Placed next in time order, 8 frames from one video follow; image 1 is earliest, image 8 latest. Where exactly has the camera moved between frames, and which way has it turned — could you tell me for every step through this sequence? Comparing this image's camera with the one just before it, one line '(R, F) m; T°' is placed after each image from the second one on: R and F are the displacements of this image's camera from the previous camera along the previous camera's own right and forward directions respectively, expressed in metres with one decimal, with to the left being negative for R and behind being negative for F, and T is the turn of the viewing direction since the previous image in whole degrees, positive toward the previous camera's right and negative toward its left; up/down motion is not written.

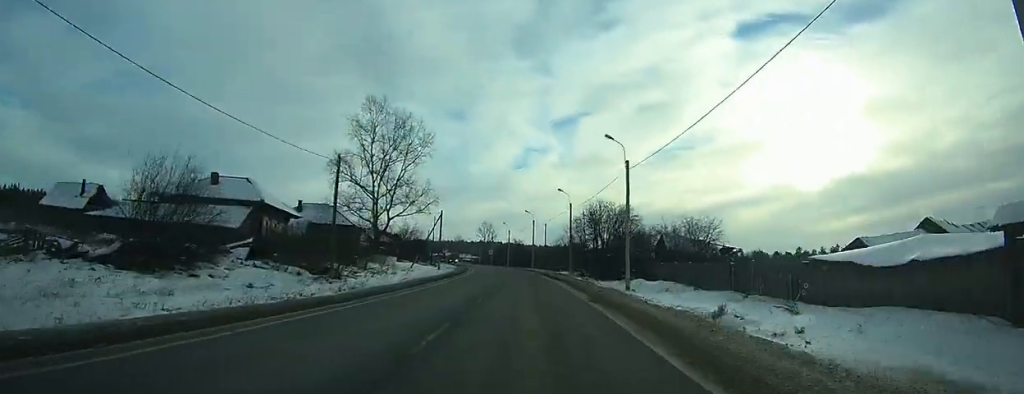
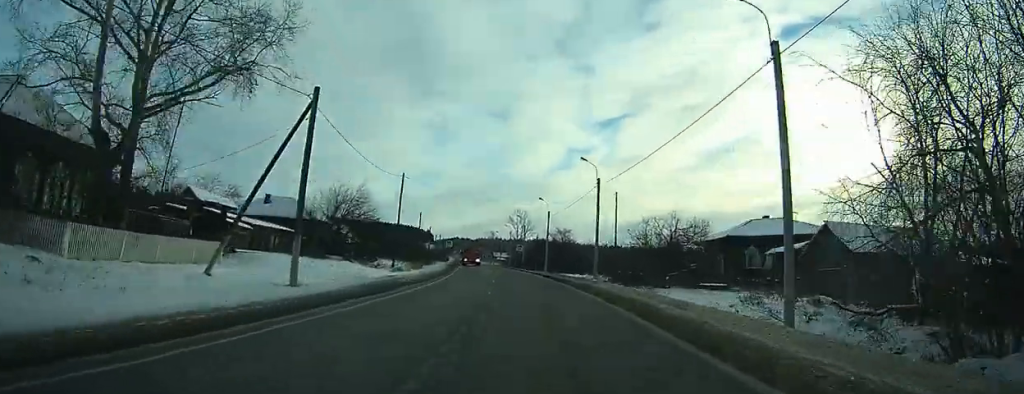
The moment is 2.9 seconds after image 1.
(-1.4, +52.2) m; -3°
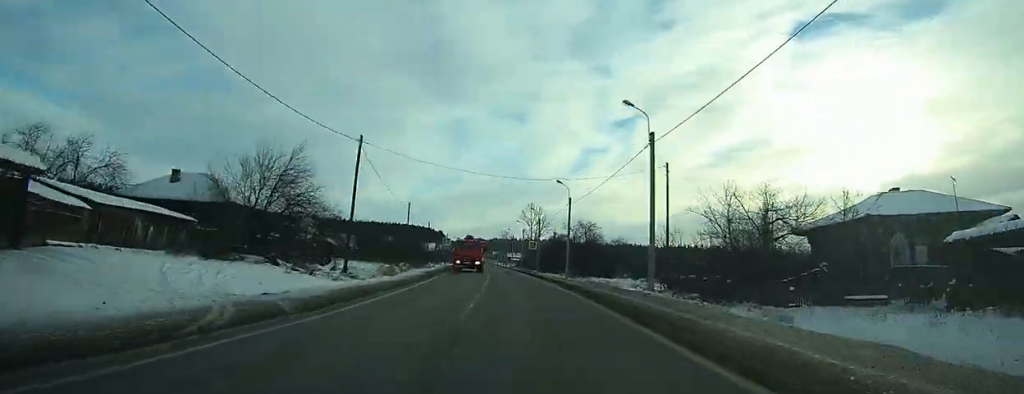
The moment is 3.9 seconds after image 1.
(-0.1, +16.9) m; -1°
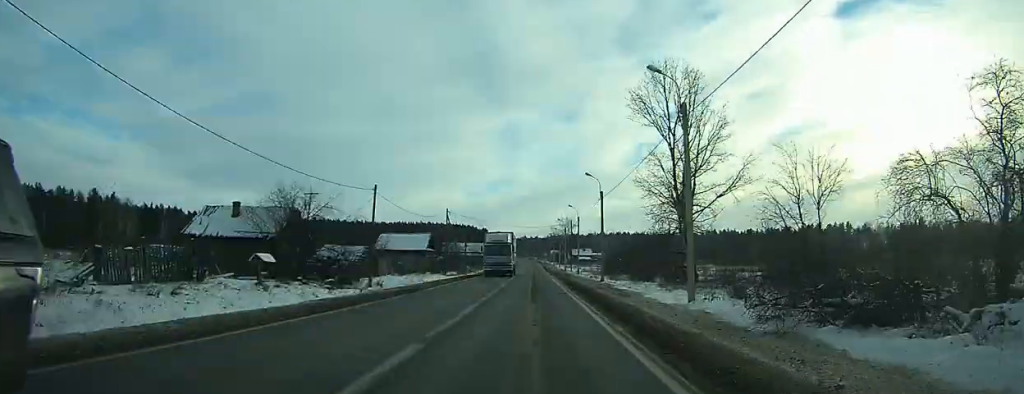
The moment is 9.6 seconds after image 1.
(-4.3, +92.1) m; -5°
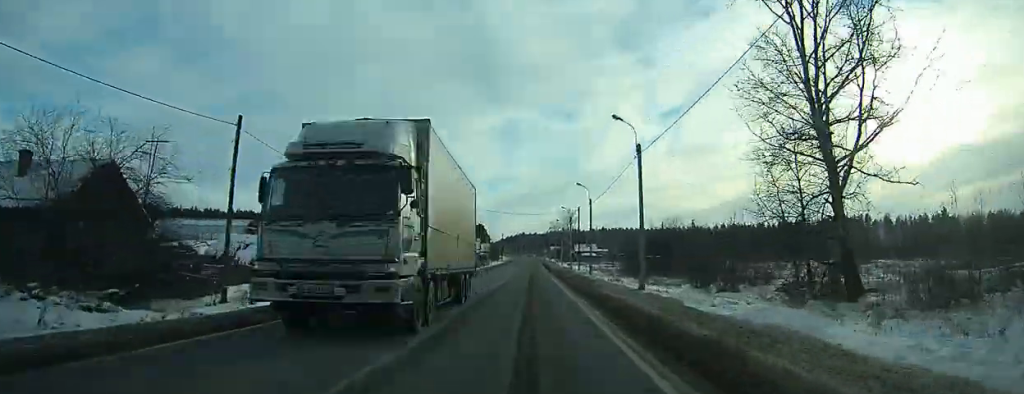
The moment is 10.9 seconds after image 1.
(-0.2, +19.1) m; 0°
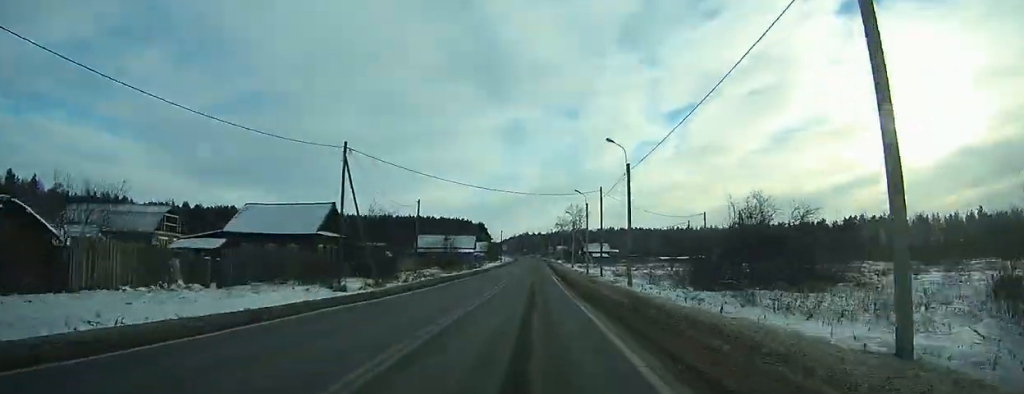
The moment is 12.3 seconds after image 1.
(+0.1, +21.5) m; 0°
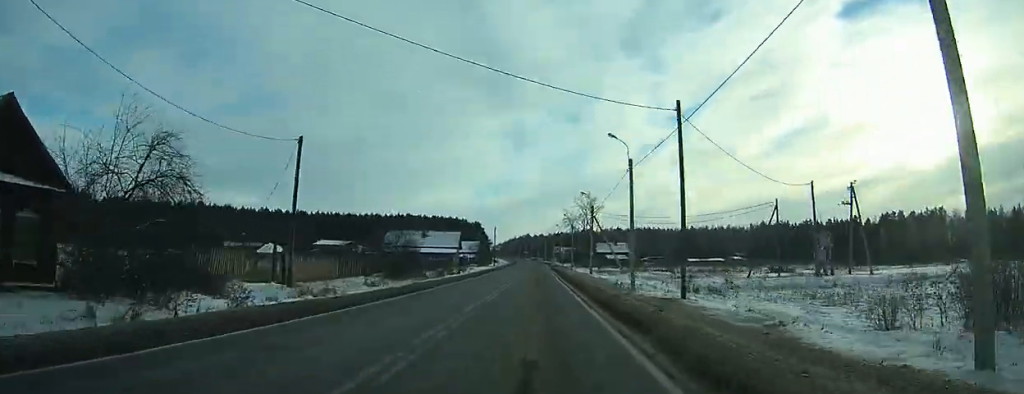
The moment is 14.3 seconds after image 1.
(0.0, +30.3) m; 0°
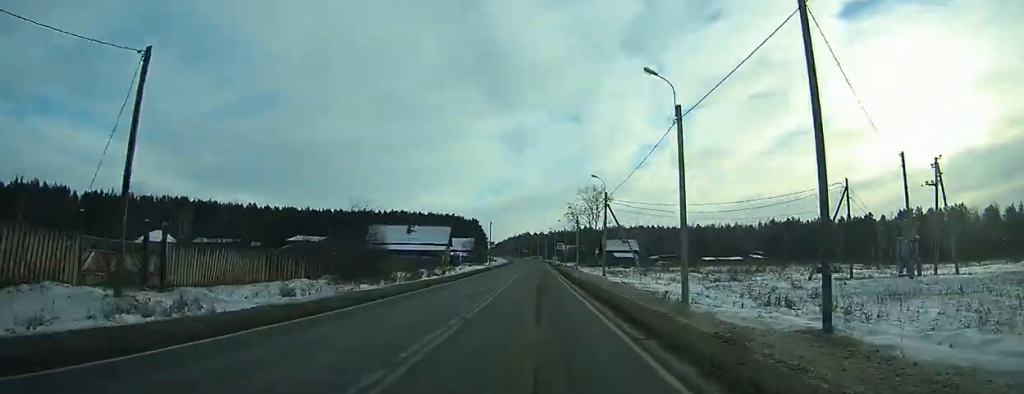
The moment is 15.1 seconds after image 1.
(0.0, +13.7) m; 0°
